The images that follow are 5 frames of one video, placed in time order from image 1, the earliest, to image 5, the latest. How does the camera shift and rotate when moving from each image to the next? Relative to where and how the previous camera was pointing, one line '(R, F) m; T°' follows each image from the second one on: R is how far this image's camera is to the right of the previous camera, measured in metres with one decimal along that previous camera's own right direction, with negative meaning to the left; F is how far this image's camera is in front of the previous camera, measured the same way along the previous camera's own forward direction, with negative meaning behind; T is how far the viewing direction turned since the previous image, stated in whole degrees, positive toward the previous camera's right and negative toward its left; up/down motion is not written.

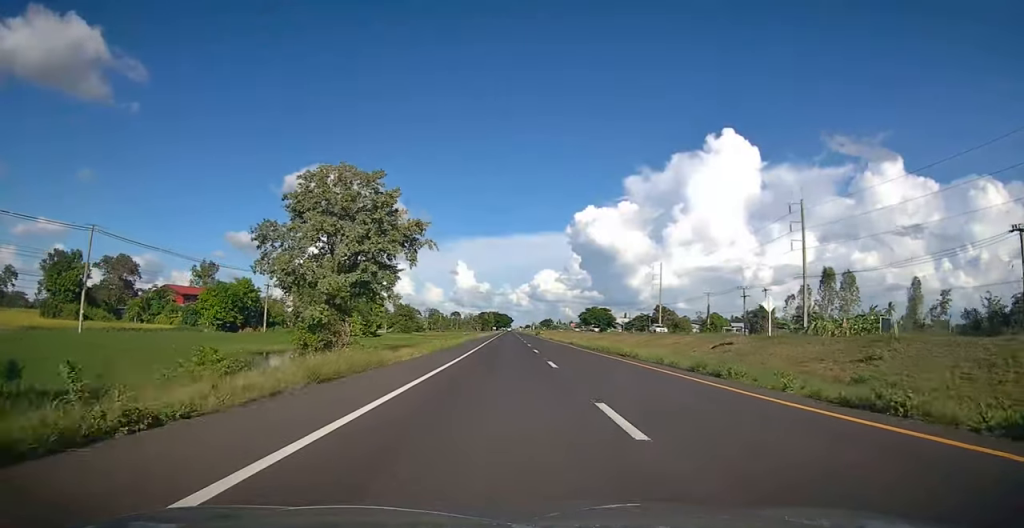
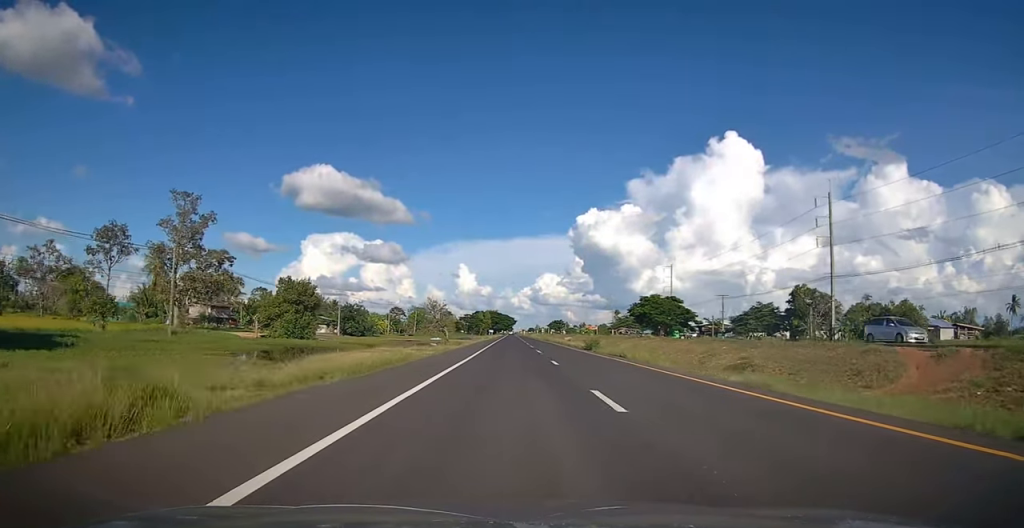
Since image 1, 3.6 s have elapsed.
(0.0, +82.5) m; 0°
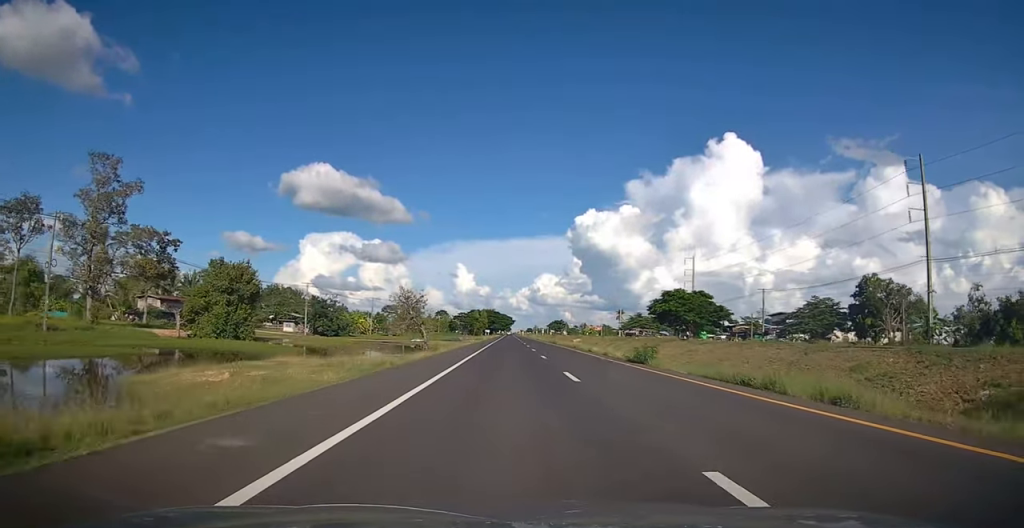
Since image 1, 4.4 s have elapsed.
(0.0, +18.9) m; 0°
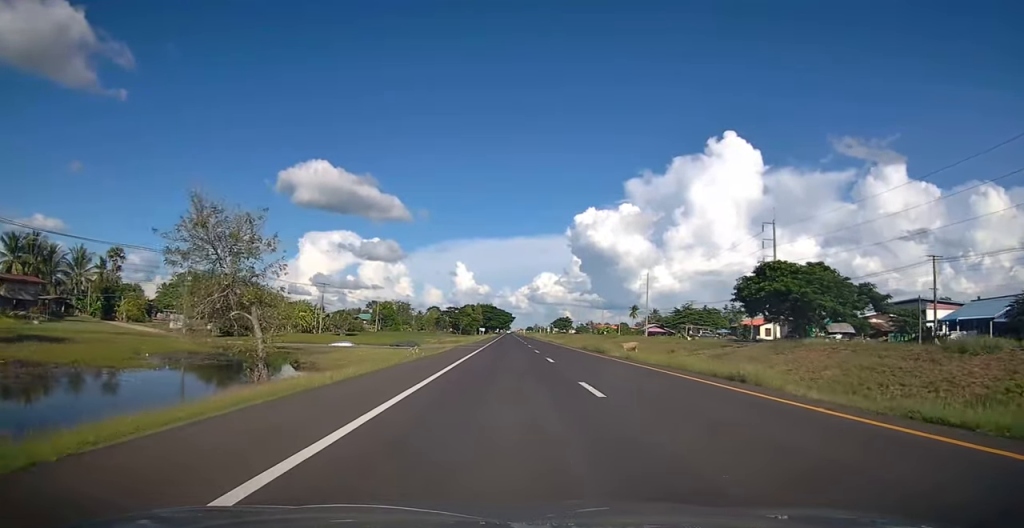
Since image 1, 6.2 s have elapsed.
(+0.2, +40.3) m; 0°
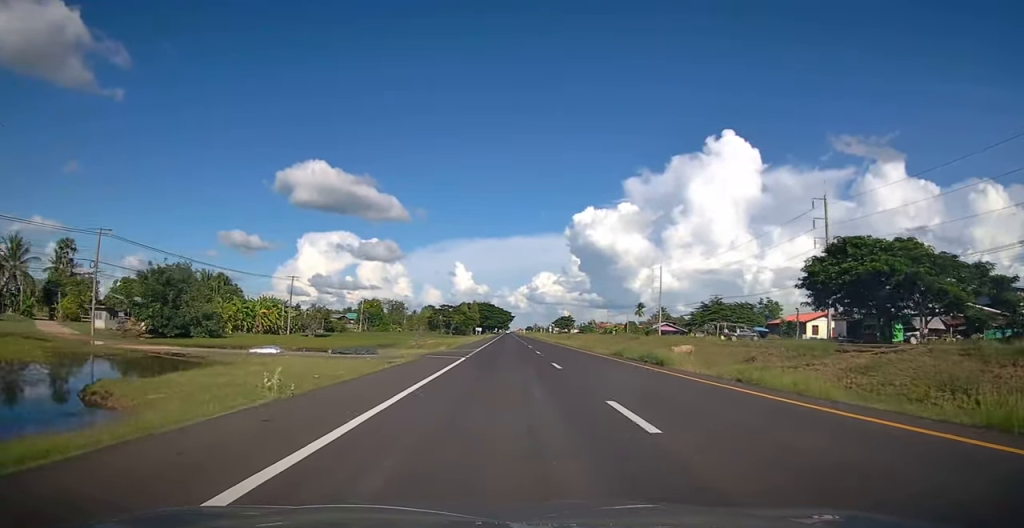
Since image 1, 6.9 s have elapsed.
(0.0, +15.8) m; 0°
